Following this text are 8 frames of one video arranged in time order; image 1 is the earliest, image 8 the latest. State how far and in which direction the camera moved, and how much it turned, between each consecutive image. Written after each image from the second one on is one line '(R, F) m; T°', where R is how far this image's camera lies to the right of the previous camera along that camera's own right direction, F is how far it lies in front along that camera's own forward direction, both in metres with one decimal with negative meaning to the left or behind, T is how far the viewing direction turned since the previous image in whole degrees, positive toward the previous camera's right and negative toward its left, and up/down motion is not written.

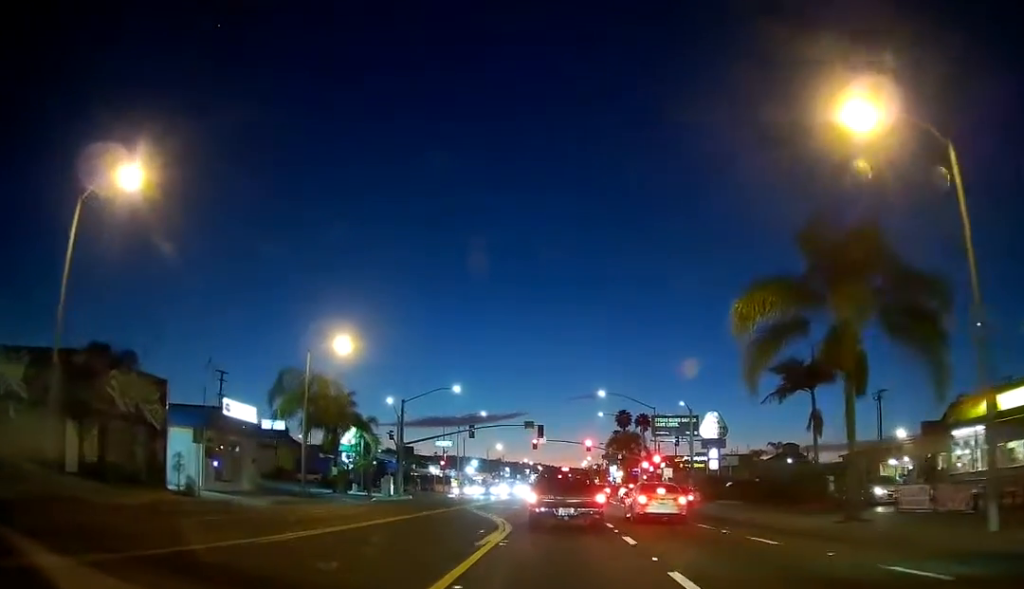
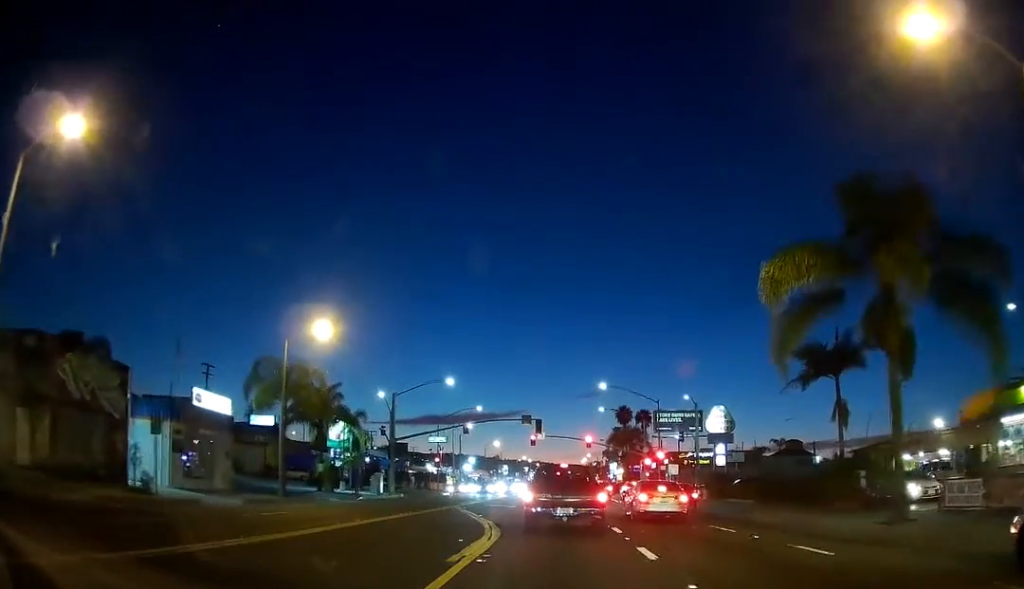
(0.0, +3.9) m; 0°
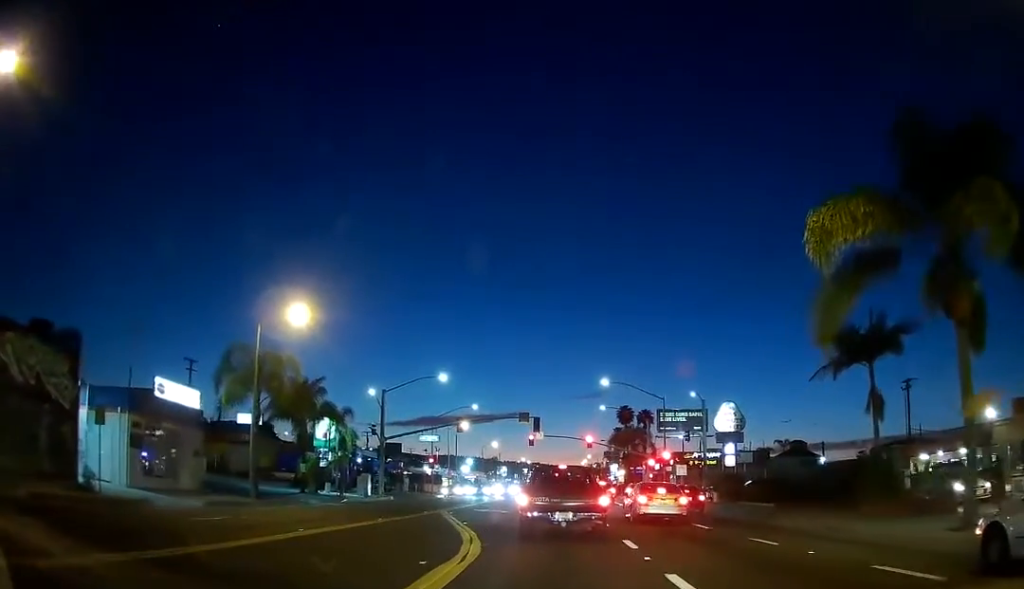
(0.0, +4.6) m; 0°
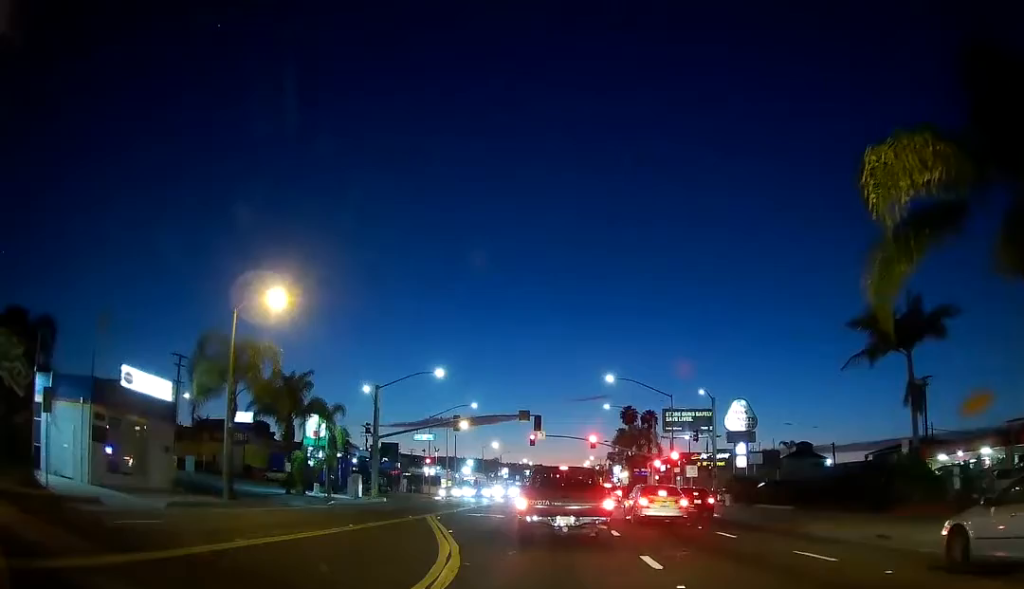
(0.0, +3.9) m; 0°
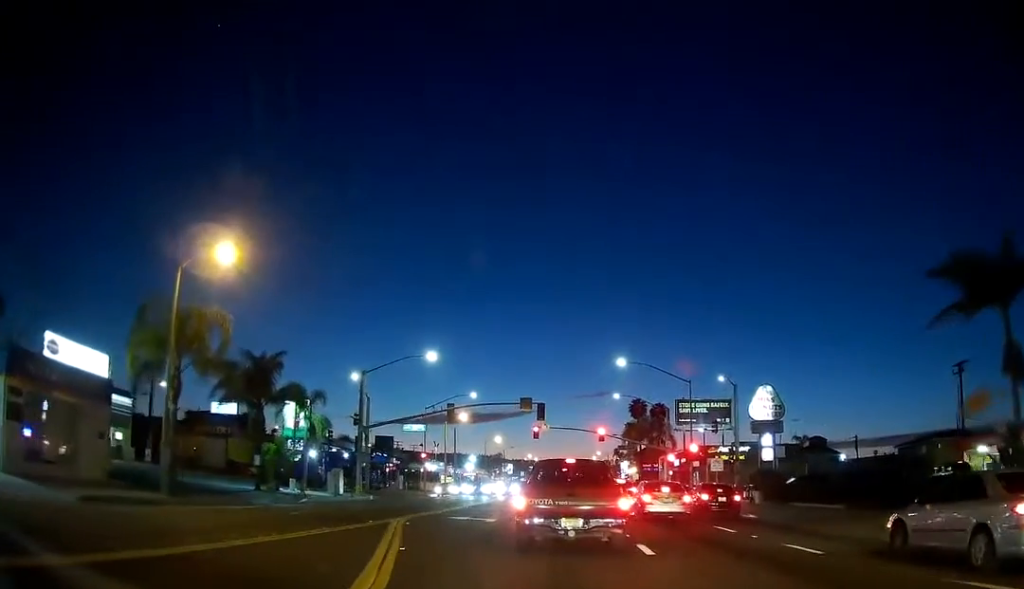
(0.0, +7.3) m; -2°
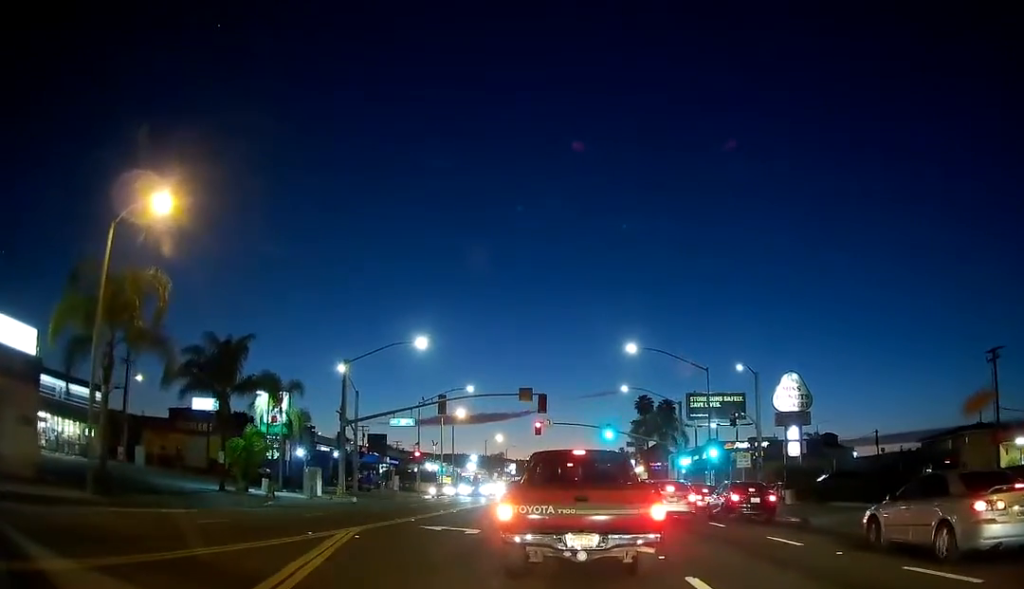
(-0.3, +6.1) m; -2°
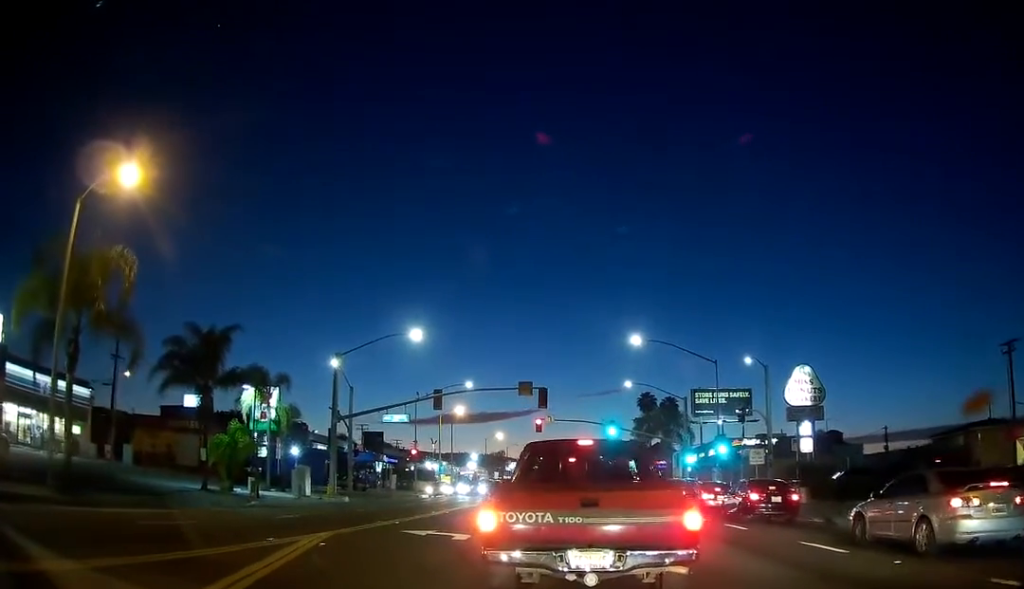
(+0.2, +2.9) m; +3°
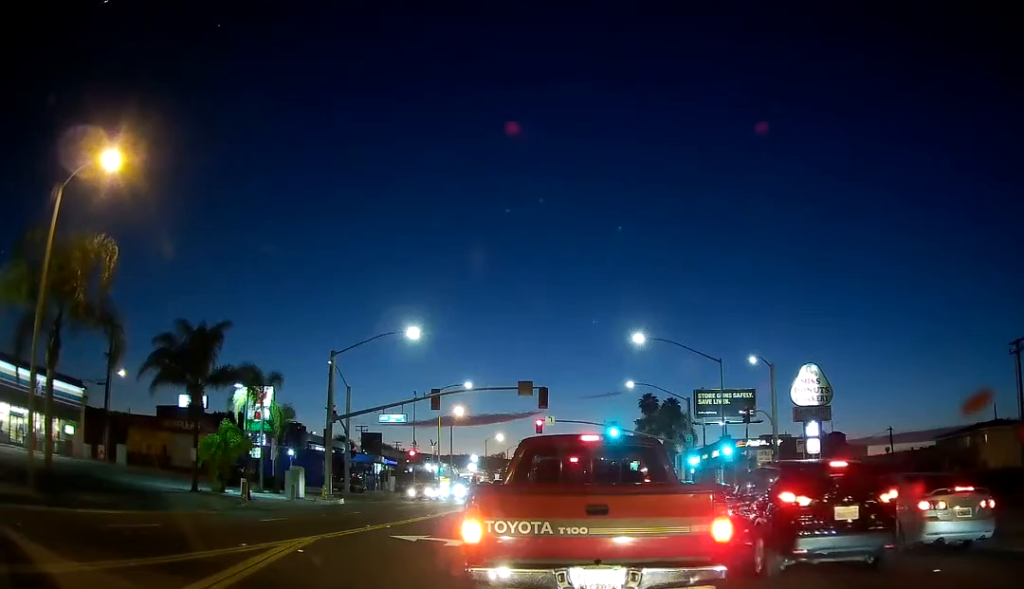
(0.0, +1.6) m; 0°
